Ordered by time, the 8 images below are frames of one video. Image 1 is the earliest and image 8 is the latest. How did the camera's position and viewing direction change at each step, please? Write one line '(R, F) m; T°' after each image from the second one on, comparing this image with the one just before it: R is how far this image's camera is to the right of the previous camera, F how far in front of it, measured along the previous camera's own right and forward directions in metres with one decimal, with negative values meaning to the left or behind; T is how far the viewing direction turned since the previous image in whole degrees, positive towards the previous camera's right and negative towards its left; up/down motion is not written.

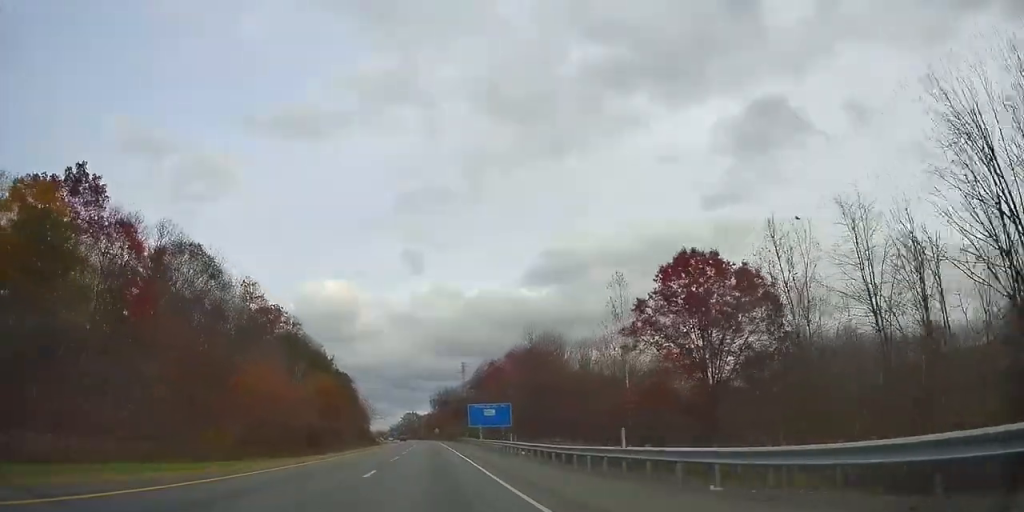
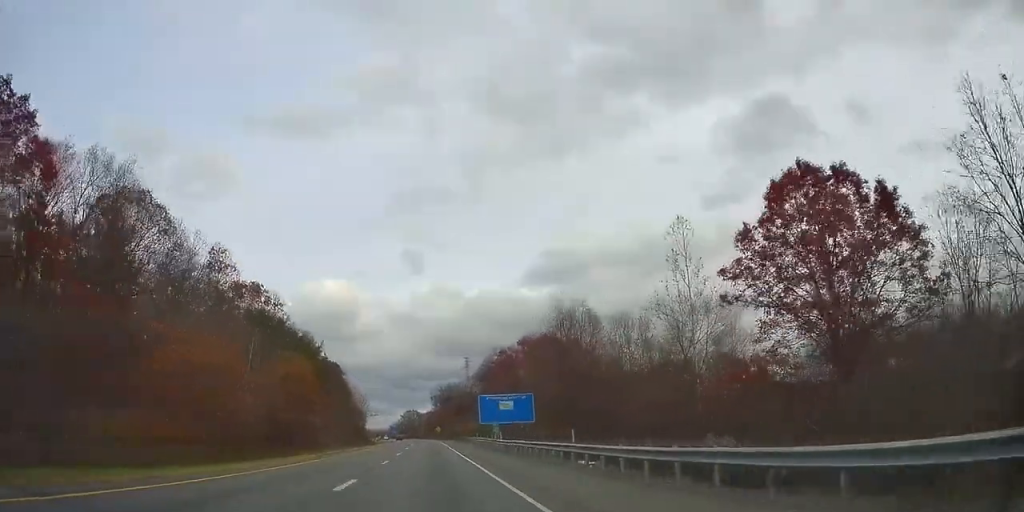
(-0.3, +17.4) m; +1°
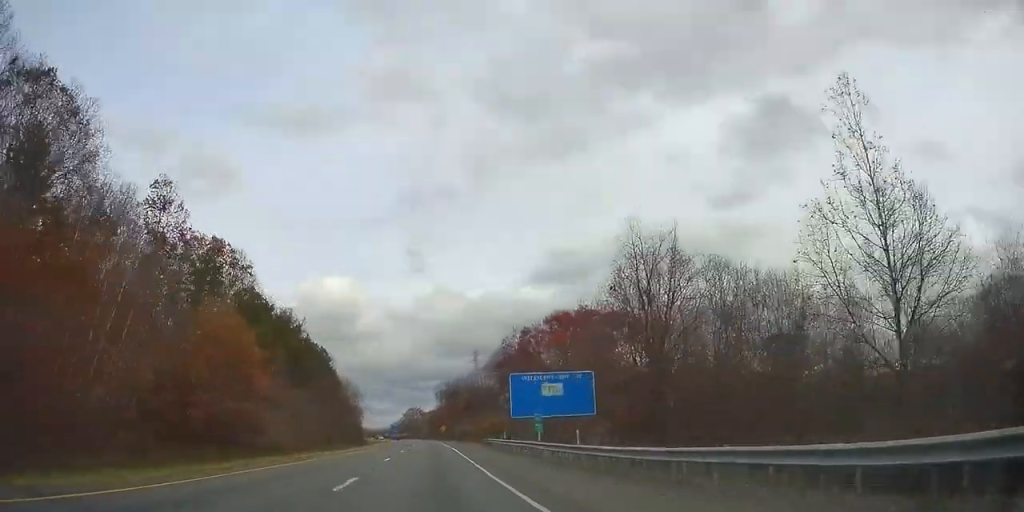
(+0.9, +23.3) m; +1°
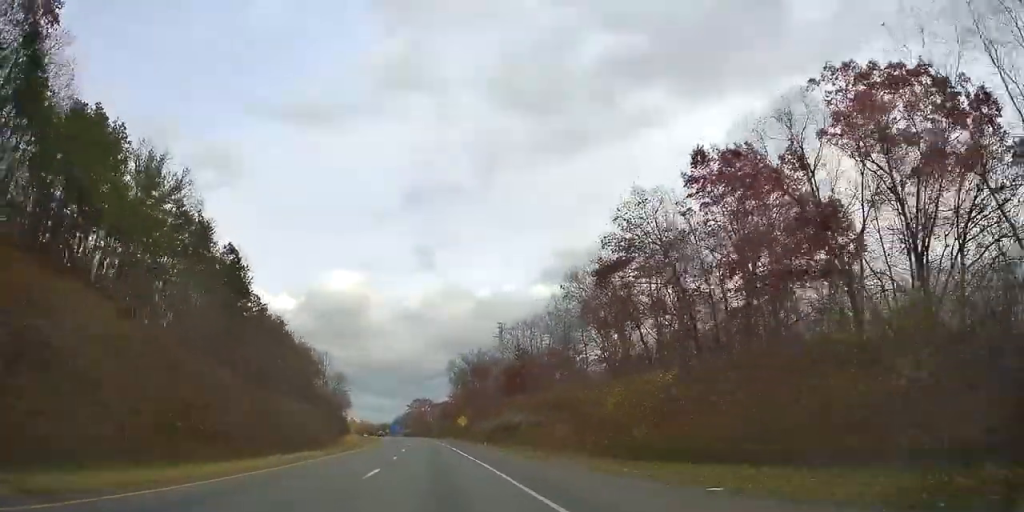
(-0.9, +58.4) m; -2°
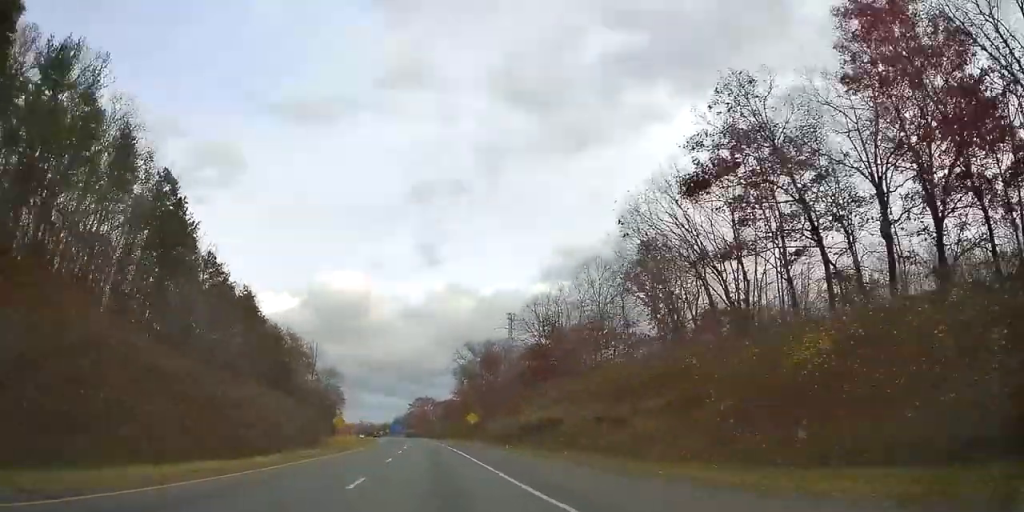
(-0.1, +16.3) m; -1°
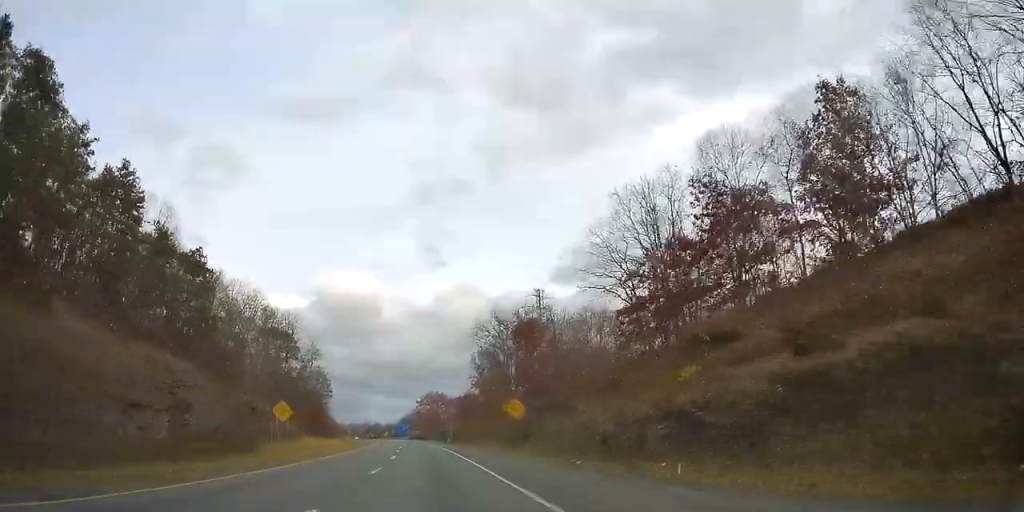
(-0.3, +31.3) m; -1°
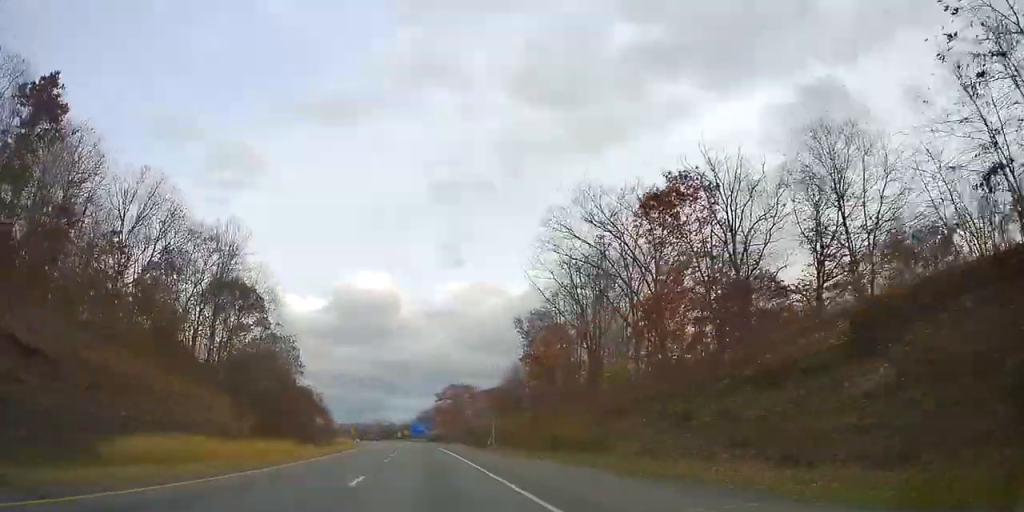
(-0.1, +41.2) m; -1°
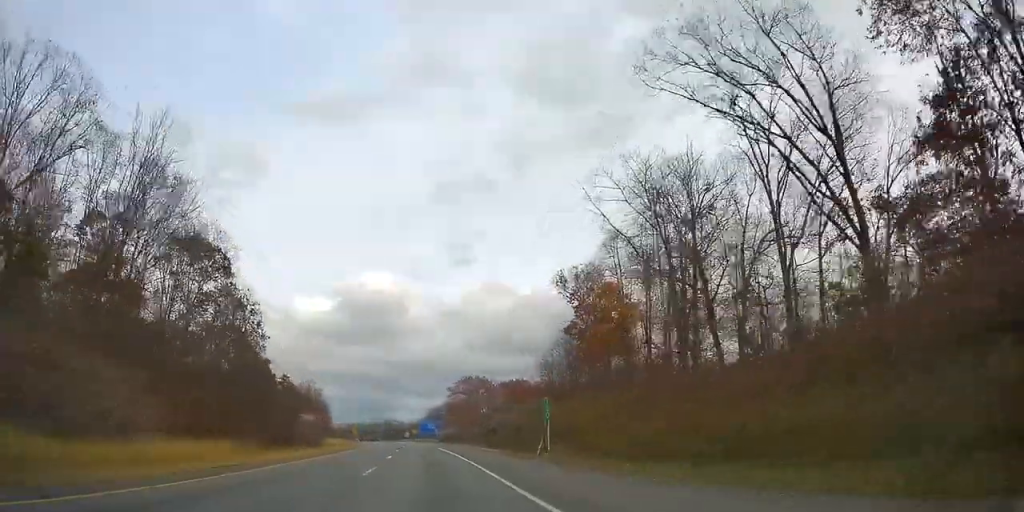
(-0.3, +21.3) m; -1°
